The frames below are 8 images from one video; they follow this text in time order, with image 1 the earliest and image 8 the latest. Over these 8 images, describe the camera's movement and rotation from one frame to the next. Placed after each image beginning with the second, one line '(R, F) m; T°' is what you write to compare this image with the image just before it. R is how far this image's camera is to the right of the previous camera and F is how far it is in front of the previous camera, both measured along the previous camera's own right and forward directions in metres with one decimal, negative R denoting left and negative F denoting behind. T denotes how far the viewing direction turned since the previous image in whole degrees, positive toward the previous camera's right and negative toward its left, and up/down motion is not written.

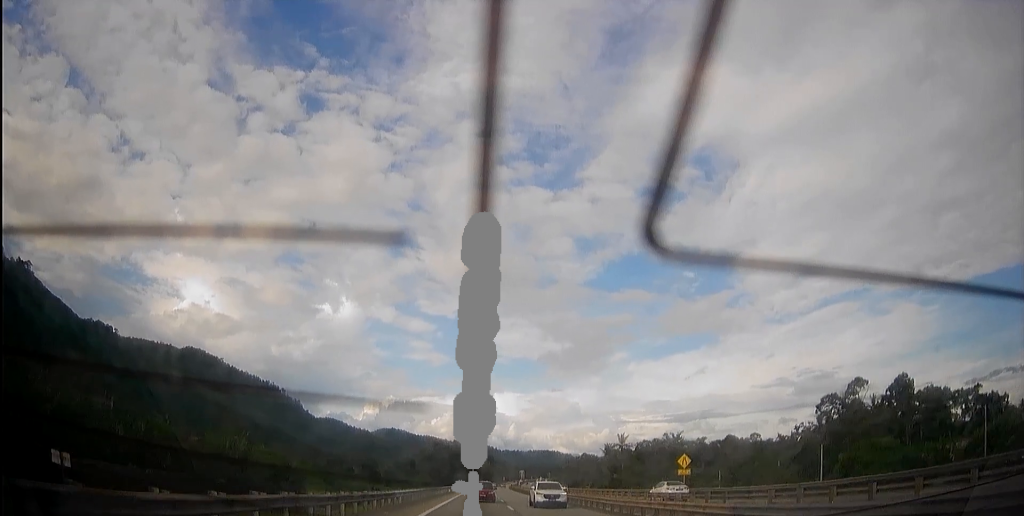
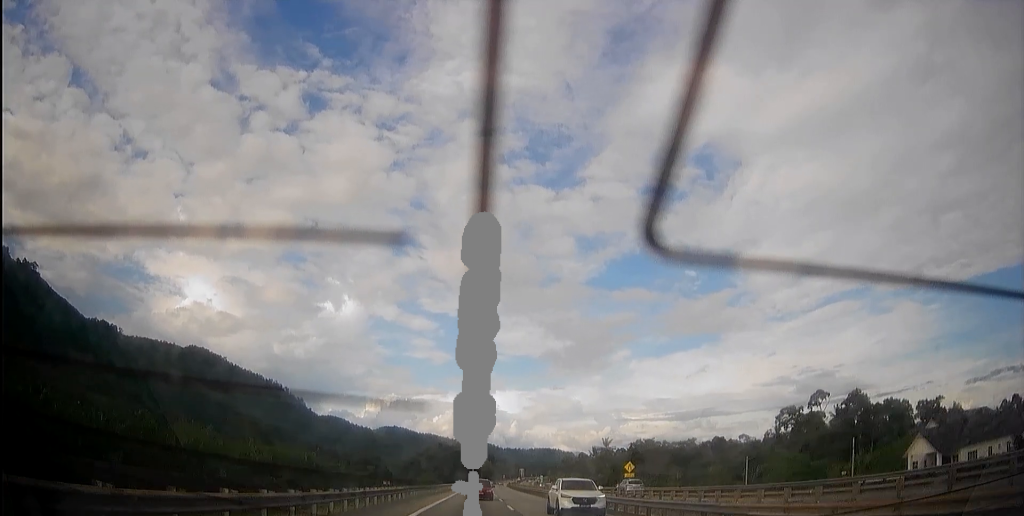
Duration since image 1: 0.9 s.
(+0.1, +24.7) m; 0°
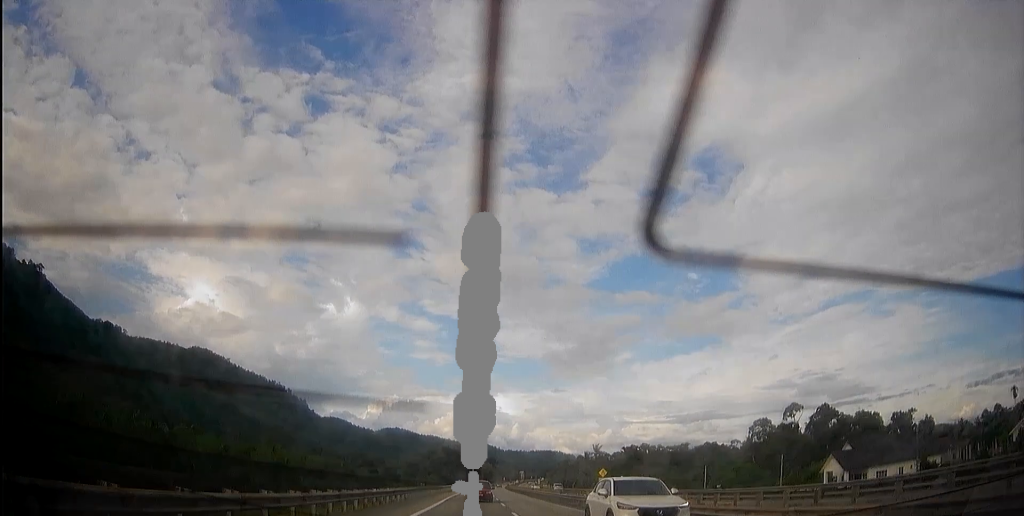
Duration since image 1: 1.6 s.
(0.0, +19.2) m; 0°
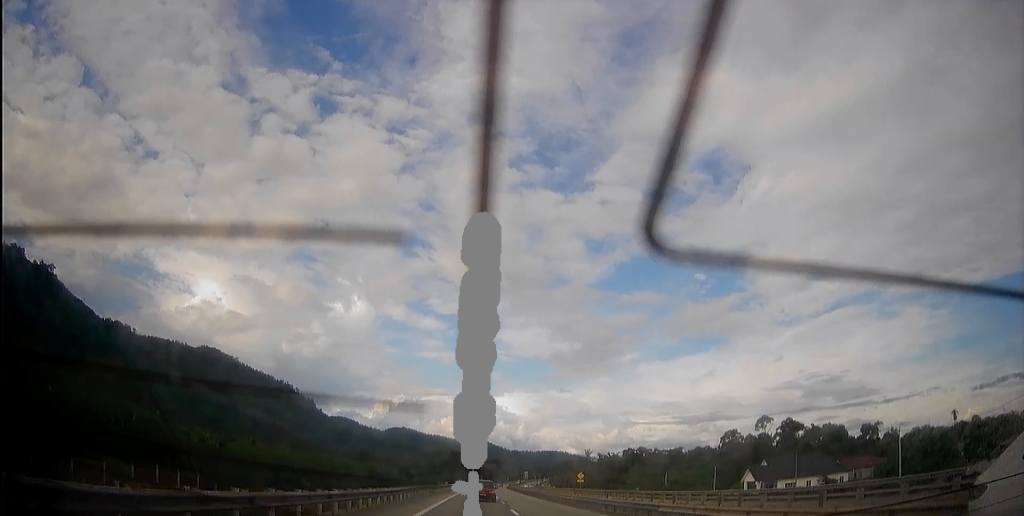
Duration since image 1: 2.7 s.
(+0.1, +27.5) m; 0°
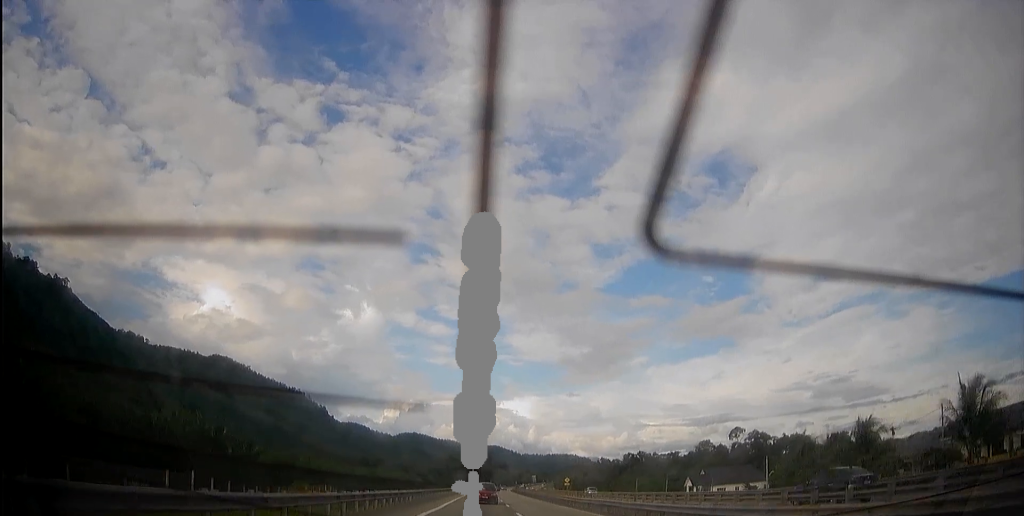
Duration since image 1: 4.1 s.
(+0.2, +37.0) m; +1°
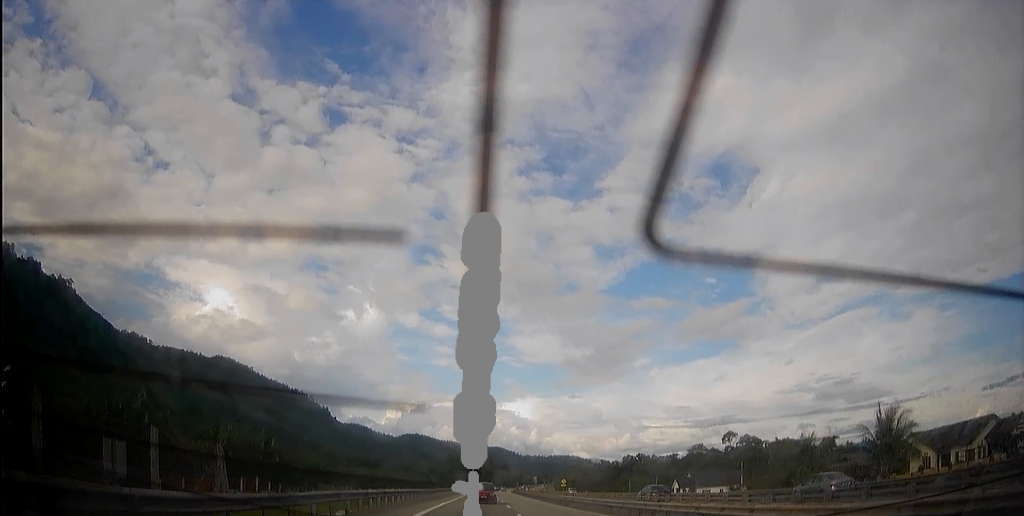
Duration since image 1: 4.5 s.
(0.0, +11.6) m; 0°
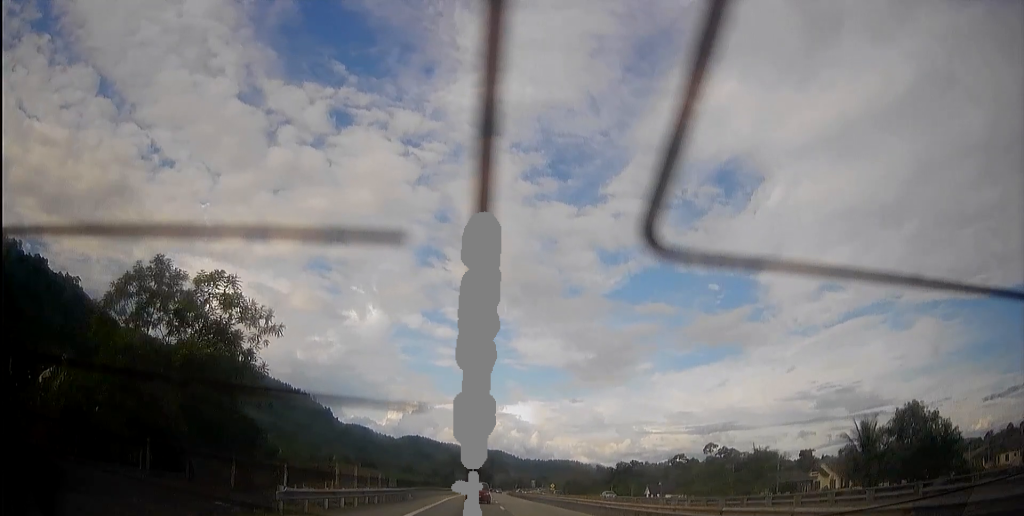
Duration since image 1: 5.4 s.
(+0.1, +24.4) m; 0°
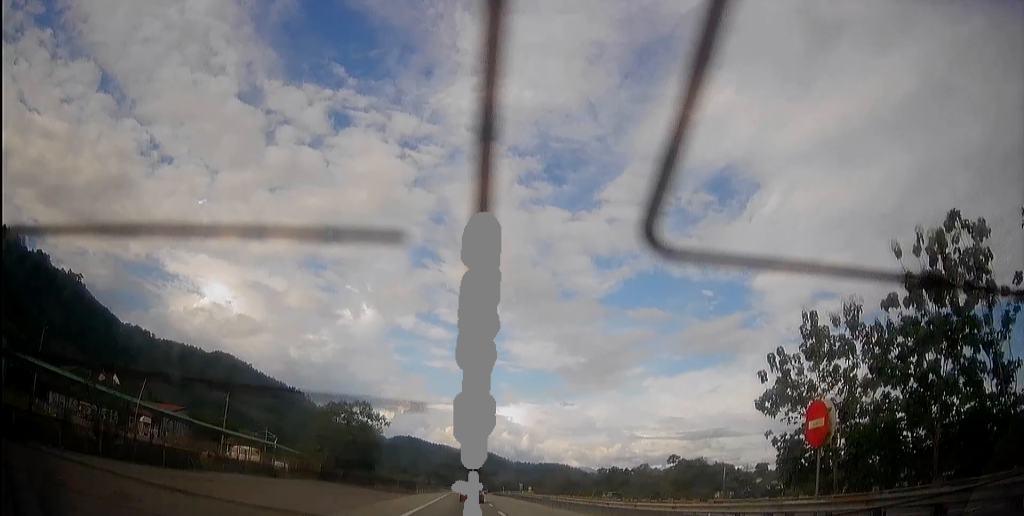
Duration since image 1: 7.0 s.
(-0.3, +42.5) m; -1°
